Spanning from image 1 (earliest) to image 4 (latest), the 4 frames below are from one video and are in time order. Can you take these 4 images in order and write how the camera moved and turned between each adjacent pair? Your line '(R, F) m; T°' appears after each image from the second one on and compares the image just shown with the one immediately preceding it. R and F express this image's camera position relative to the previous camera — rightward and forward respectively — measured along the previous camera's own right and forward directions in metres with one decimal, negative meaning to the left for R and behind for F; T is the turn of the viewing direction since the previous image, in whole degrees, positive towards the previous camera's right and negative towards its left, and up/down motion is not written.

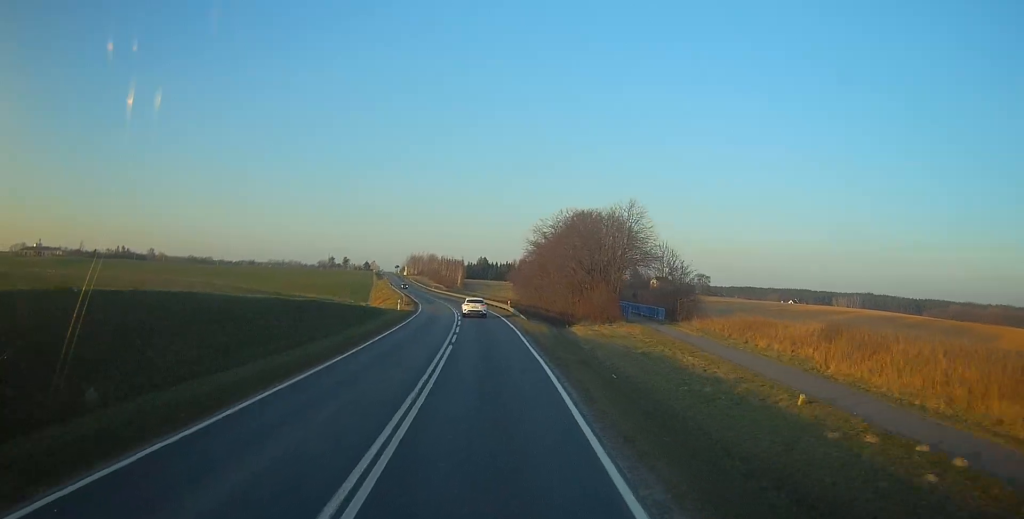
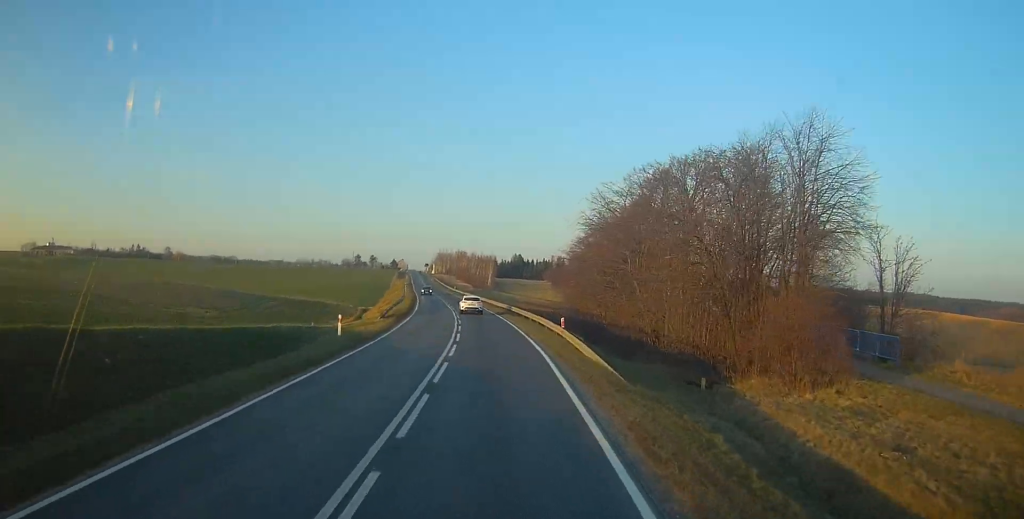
(-0.6, +30.3) m; -2°
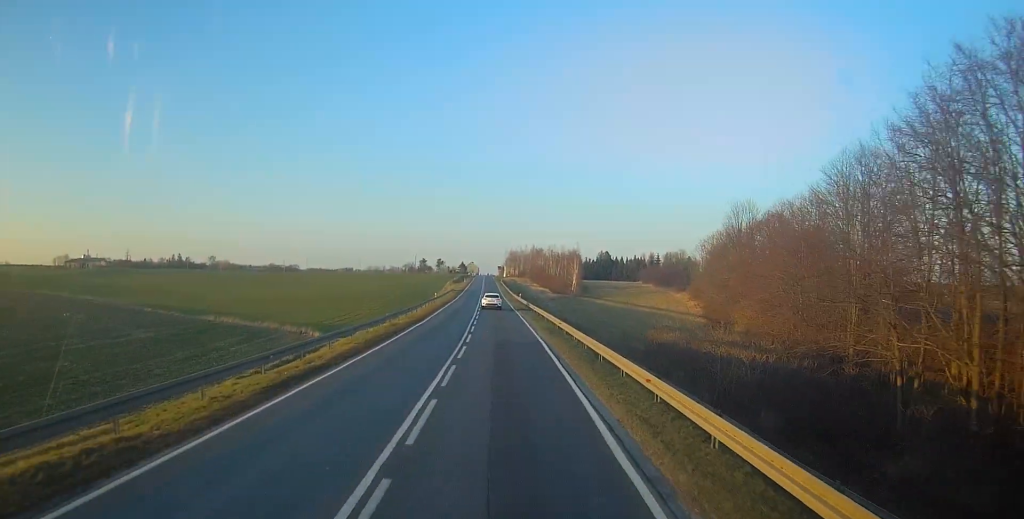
(-3.1, +54.1) m; -7°
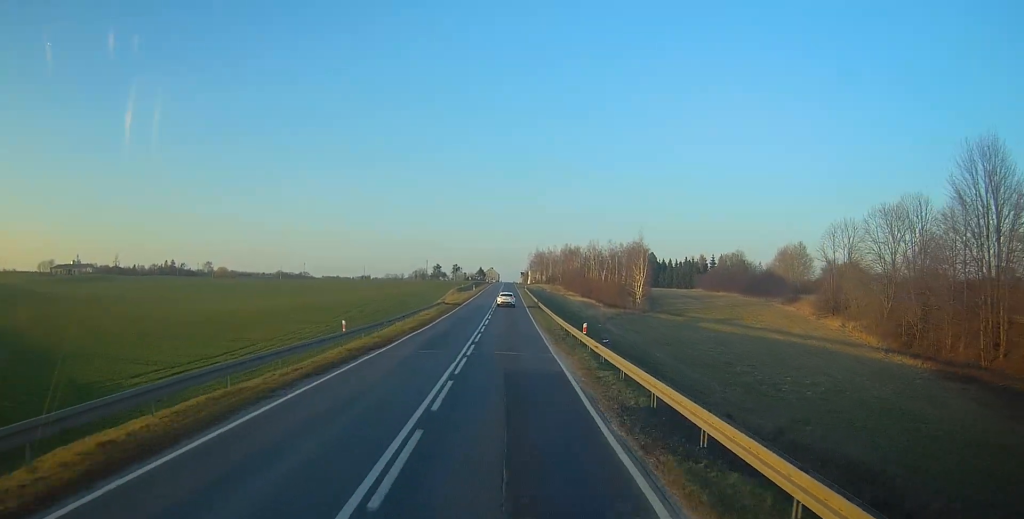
(-1.2, +50.6) m; -2°
